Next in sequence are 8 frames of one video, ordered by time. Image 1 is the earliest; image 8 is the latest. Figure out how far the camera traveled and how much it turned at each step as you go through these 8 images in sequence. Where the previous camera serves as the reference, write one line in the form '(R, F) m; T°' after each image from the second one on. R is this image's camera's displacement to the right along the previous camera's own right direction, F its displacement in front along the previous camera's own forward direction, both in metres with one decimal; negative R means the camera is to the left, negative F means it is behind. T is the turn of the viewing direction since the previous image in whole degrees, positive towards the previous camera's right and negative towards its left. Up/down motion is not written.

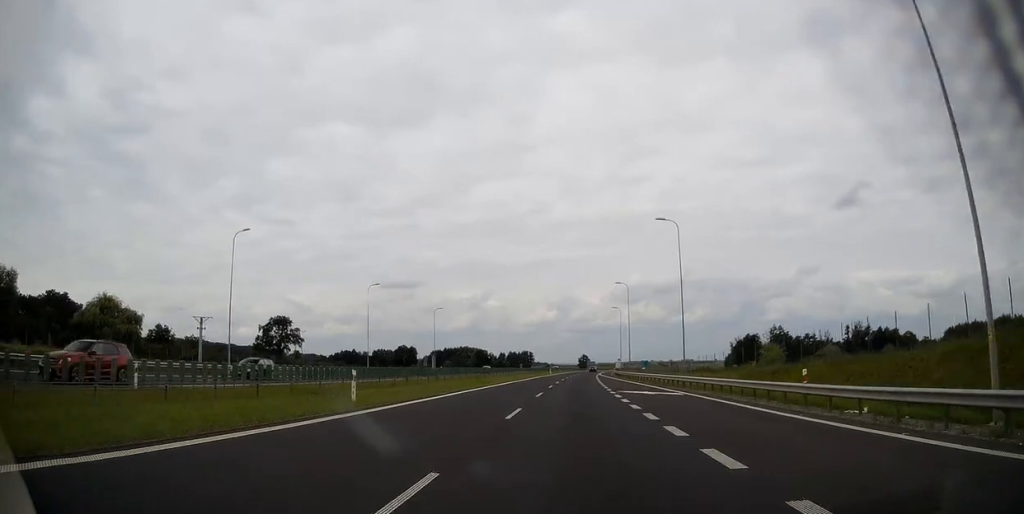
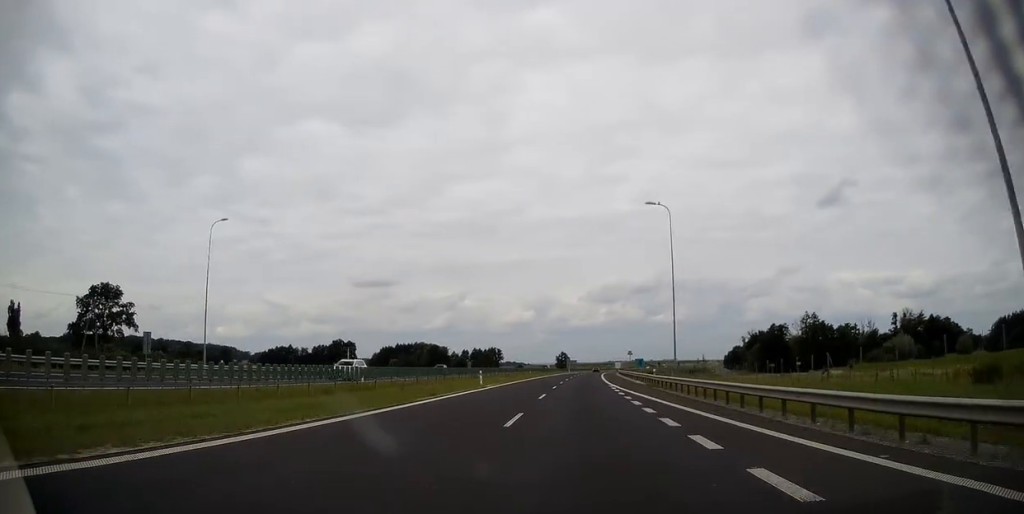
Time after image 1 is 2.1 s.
(+0.9, +74.0) m; +2°
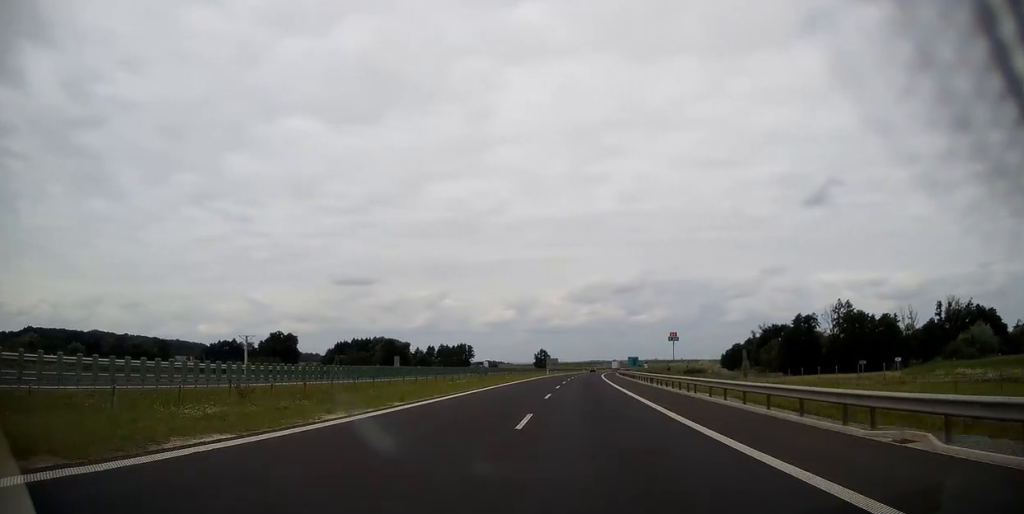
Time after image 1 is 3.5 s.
(+0.4, +48.6) m; +1°
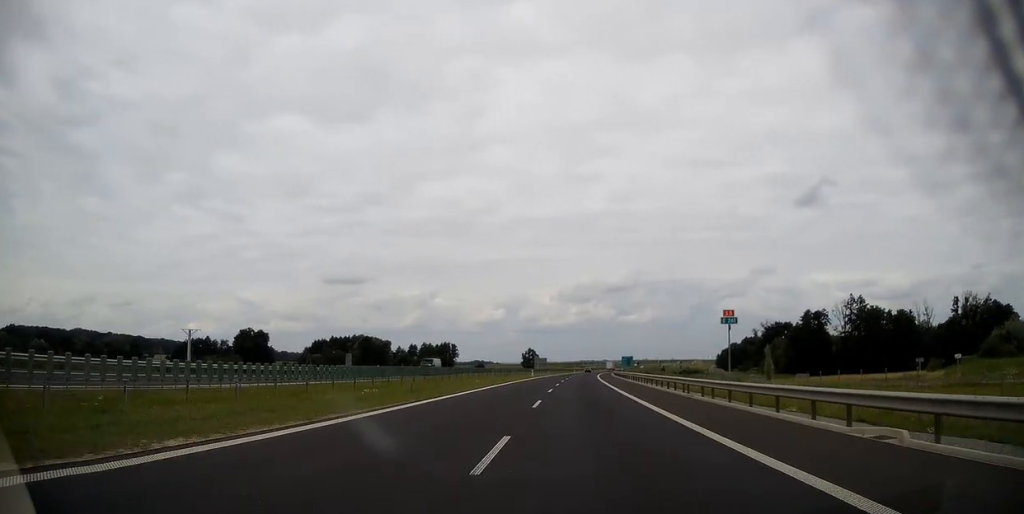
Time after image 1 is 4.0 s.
(+0.2, +17.4) m; +1°
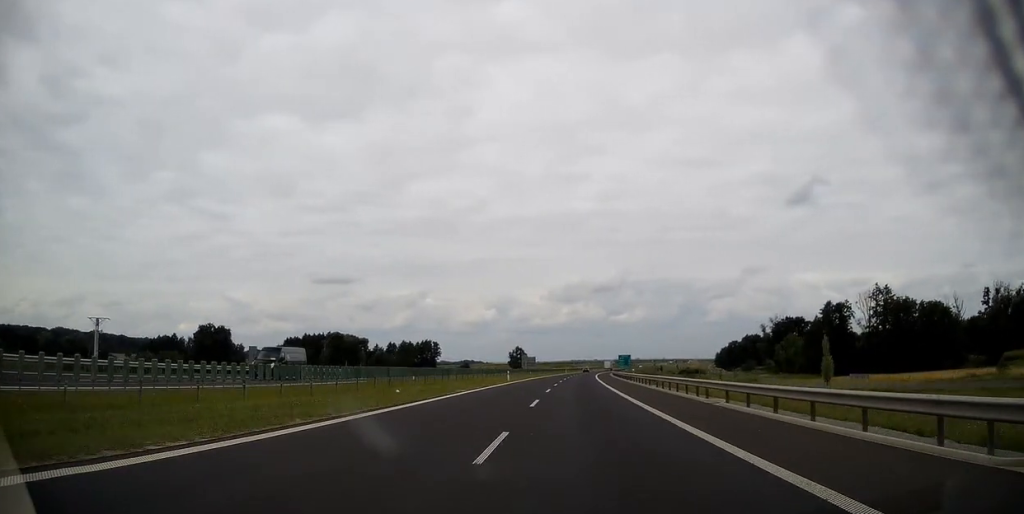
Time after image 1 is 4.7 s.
(+0.3, +23.2) m; +2°
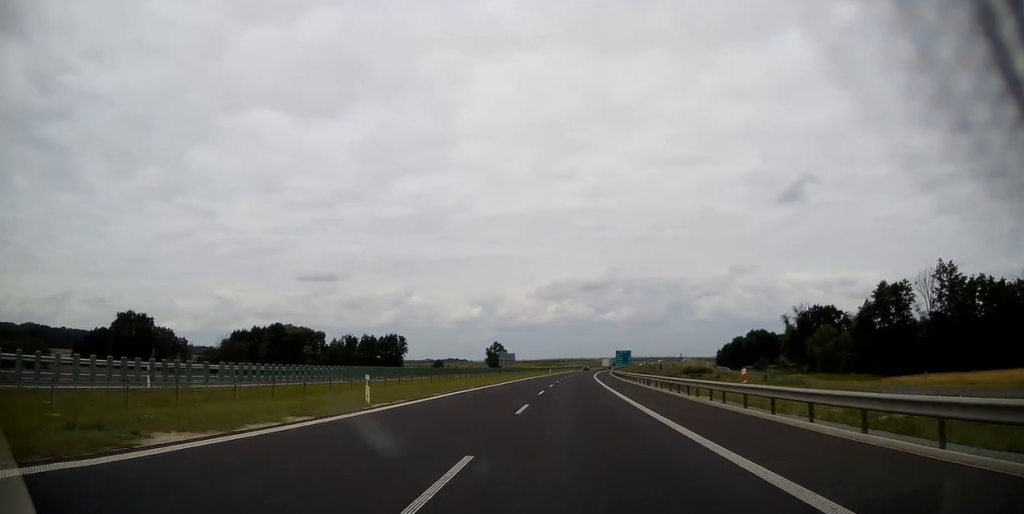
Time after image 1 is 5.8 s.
(+0.6, +39.4) m; +1°
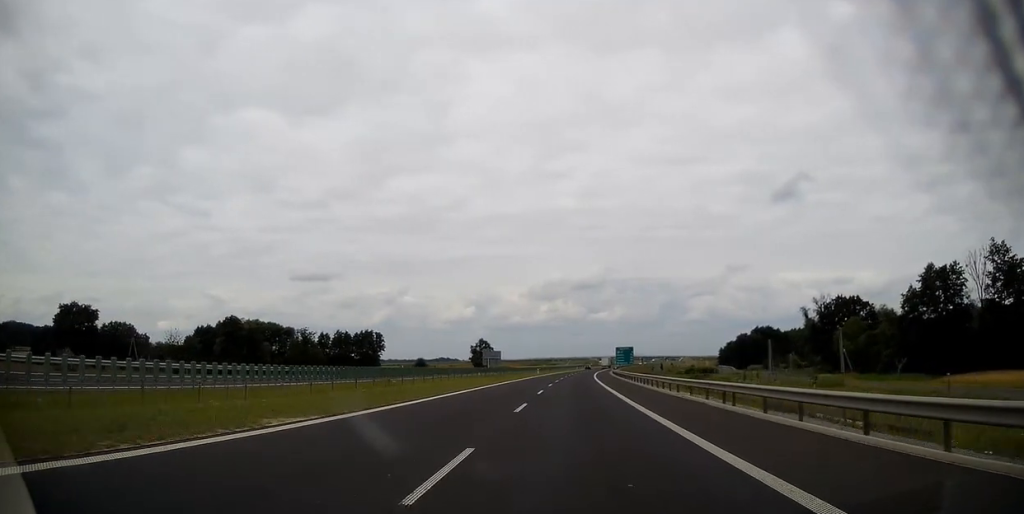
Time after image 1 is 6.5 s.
(0.0, +23.2) m; 0°
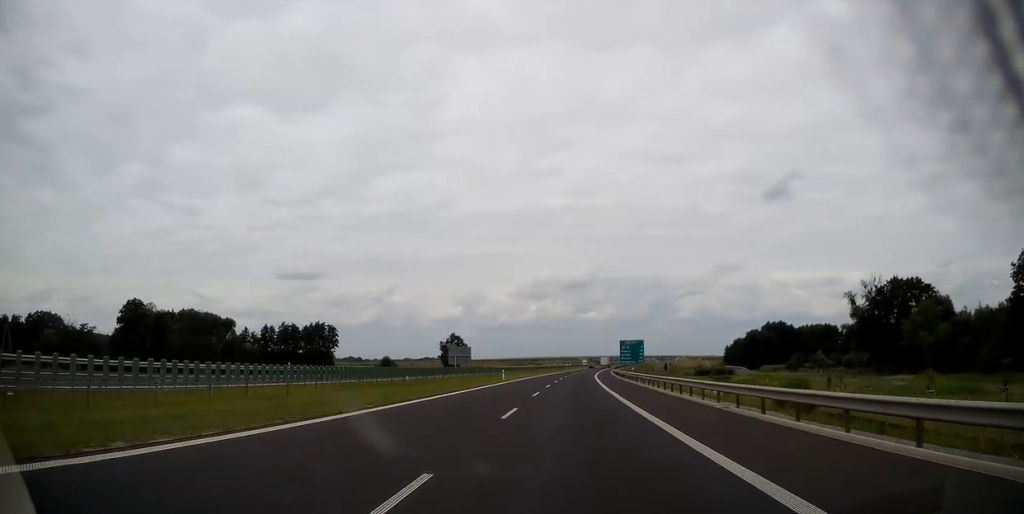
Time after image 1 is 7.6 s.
(+0.2, +38.2) m; +1°
